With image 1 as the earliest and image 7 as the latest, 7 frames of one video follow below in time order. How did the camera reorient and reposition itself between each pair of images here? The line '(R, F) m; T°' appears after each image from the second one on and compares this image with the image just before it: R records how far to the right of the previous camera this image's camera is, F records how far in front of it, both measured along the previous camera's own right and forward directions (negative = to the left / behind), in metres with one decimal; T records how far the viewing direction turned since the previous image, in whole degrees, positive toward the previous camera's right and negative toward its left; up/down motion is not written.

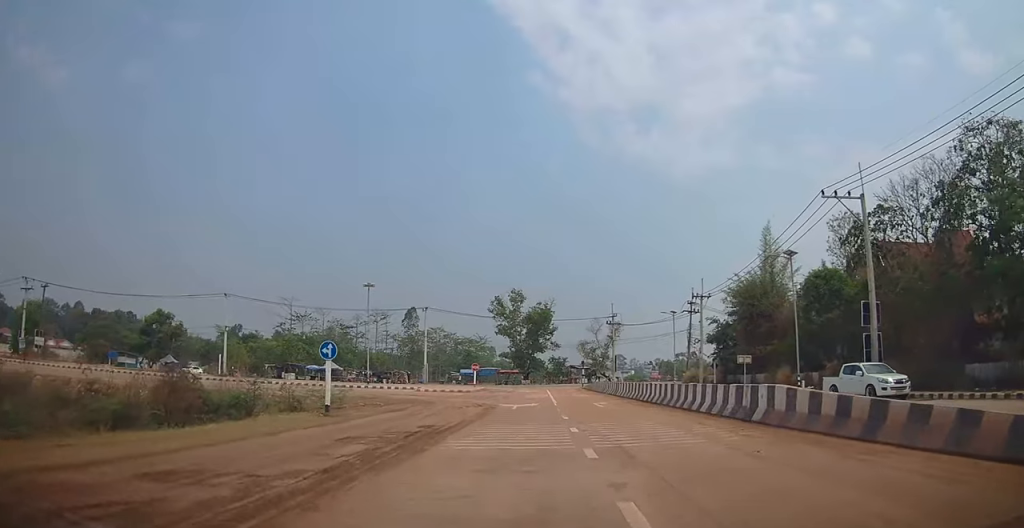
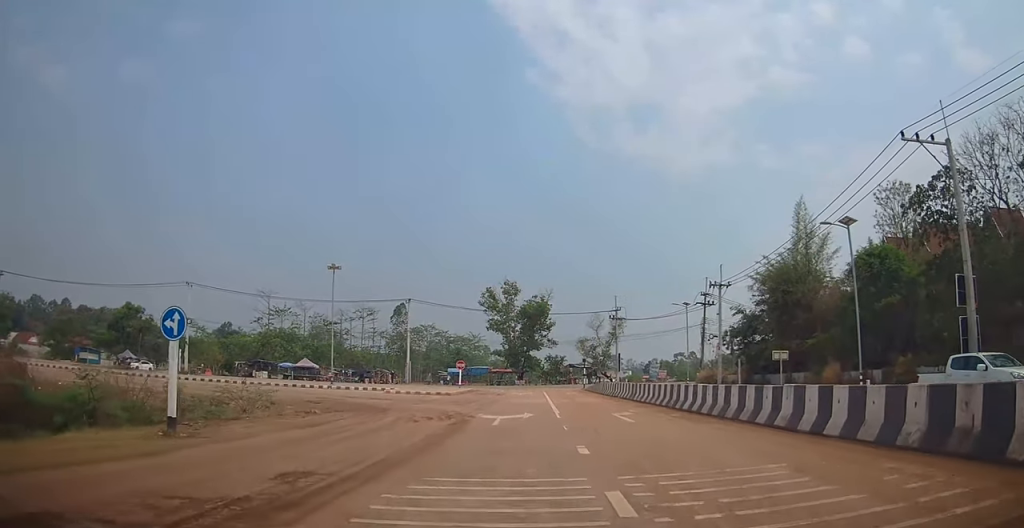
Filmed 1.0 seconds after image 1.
(-0.5, +7.7) m; +1°
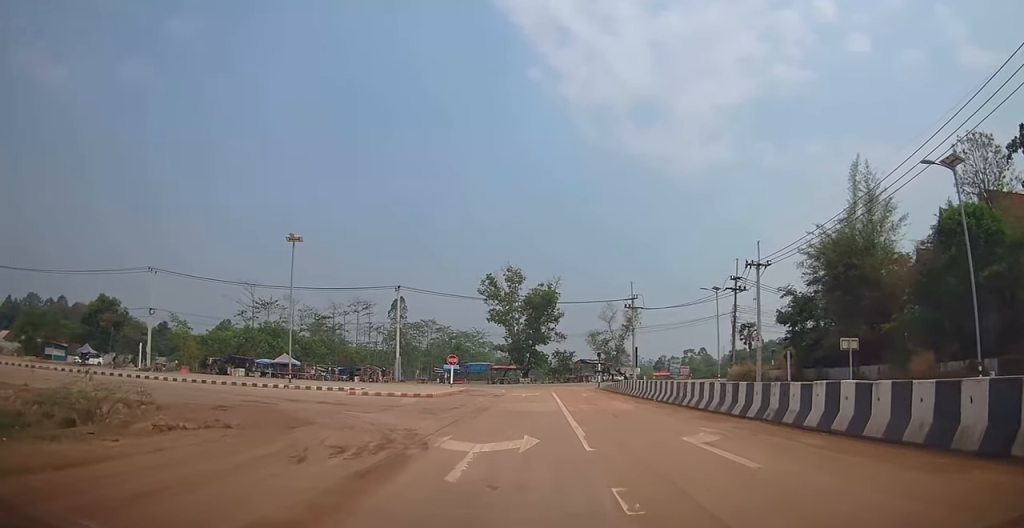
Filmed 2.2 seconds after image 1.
(+0.7, +8.5) m; +2°
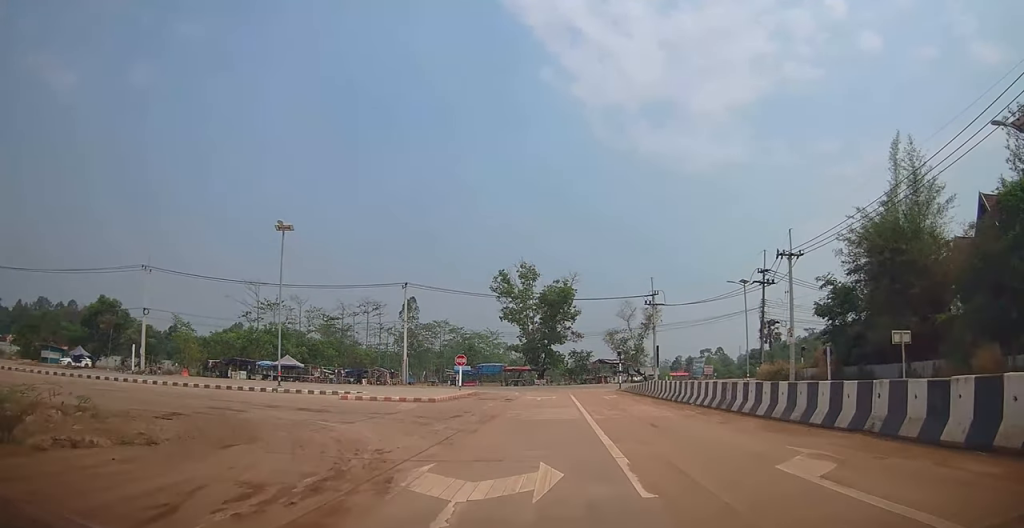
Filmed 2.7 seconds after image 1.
(+0.2, +3.8) m; -4°
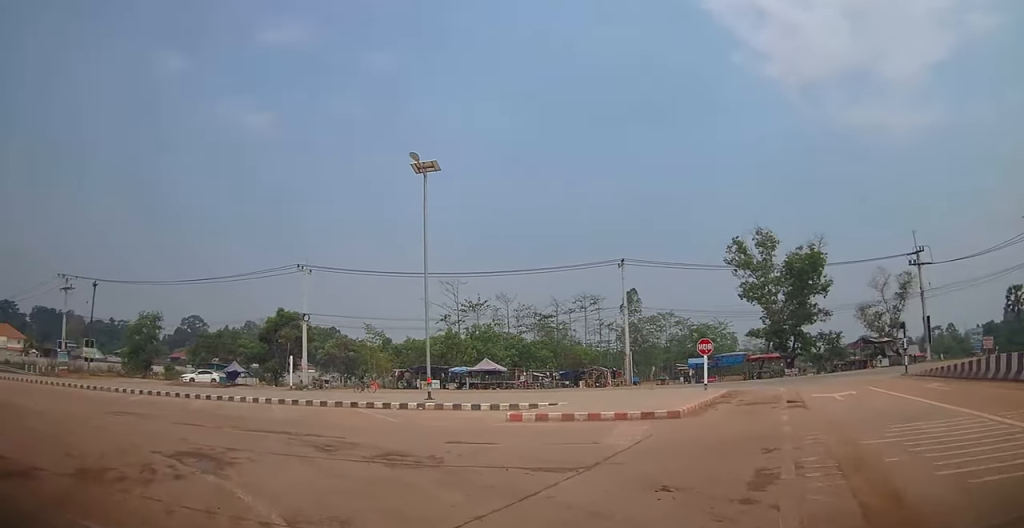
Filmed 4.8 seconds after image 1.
(-2.1, +12.4) m; -13°
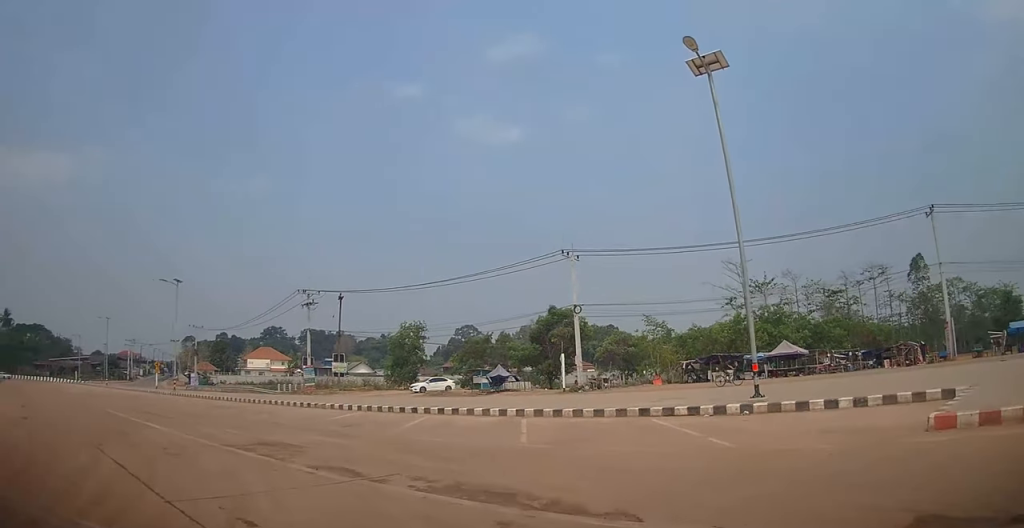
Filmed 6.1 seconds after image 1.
(-1.2, +6.4) m; -29°
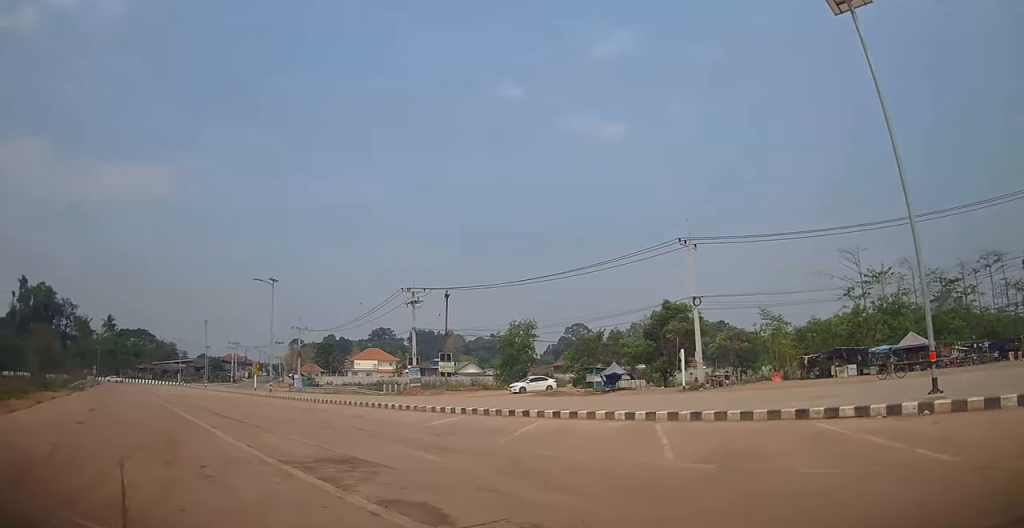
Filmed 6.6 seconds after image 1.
(-0.3, +2.2) m; -15°
